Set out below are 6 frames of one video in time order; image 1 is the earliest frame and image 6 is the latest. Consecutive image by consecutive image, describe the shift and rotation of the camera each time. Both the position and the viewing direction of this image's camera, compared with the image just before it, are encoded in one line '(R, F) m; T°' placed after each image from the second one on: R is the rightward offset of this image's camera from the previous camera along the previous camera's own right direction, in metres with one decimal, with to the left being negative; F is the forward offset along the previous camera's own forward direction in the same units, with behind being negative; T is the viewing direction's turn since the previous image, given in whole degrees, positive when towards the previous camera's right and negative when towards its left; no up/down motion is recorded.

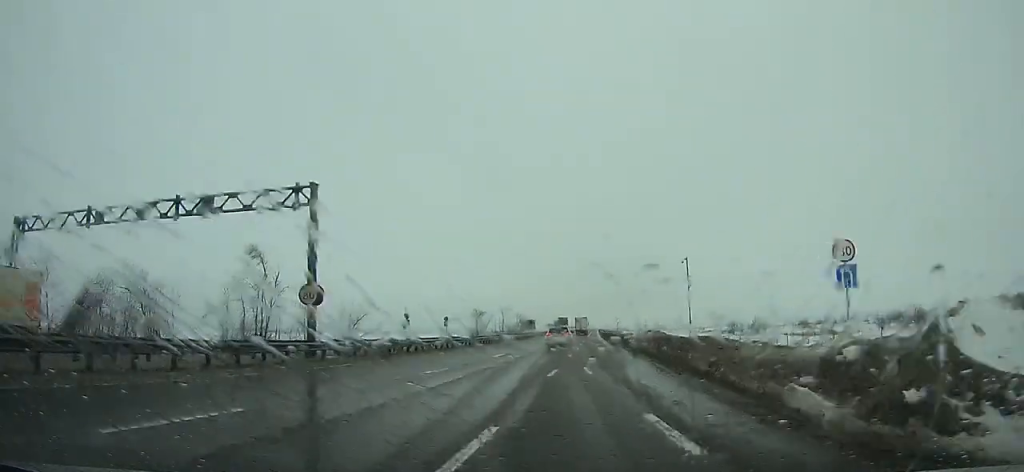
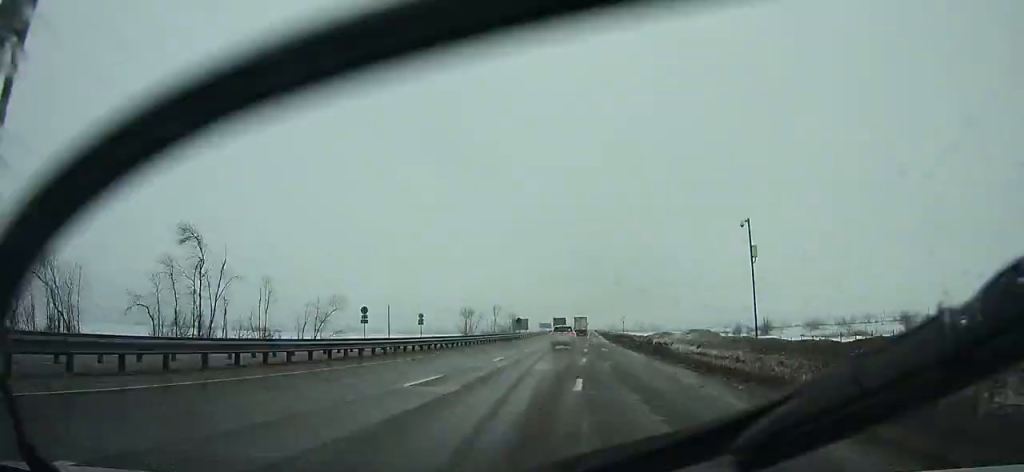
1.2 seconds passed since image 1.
(+0.1, +16.7) m; +1°
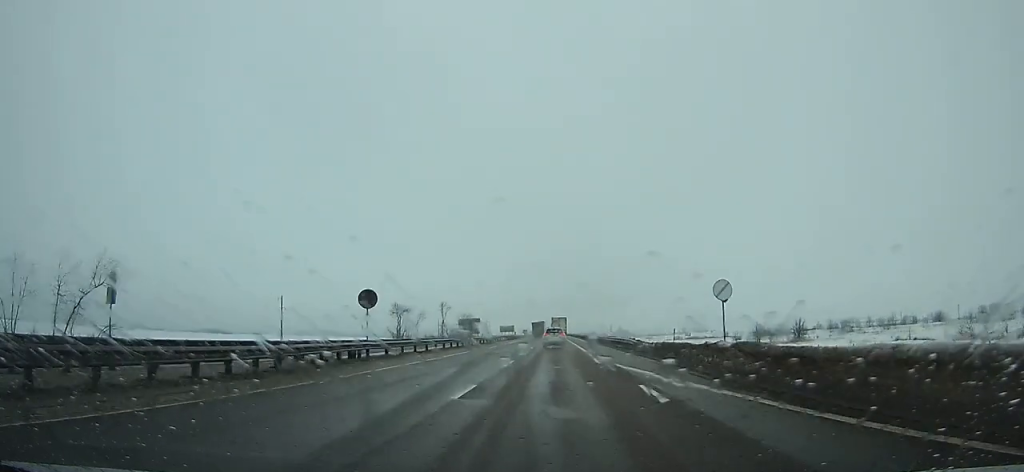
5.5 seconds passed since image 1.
(+1.5, +62.8) m; +2°
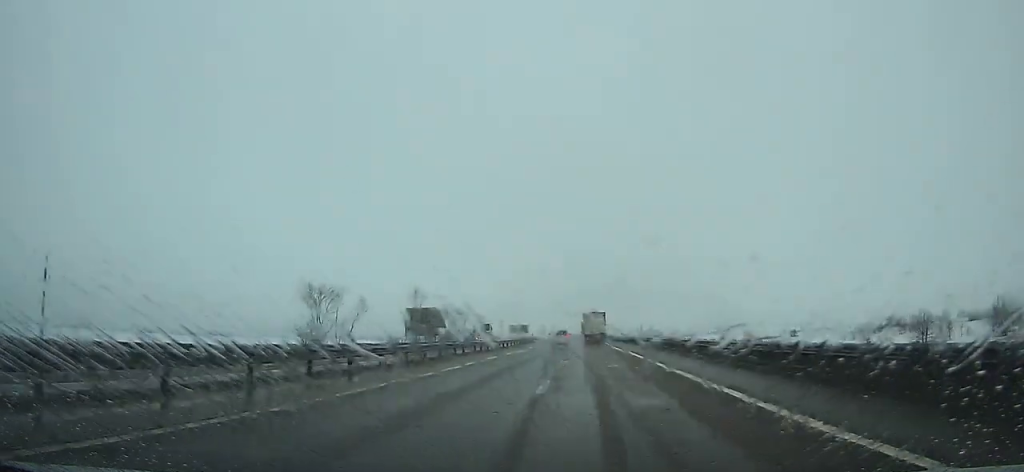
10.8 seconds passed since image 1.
(-1.3, +86.7) m; -2°
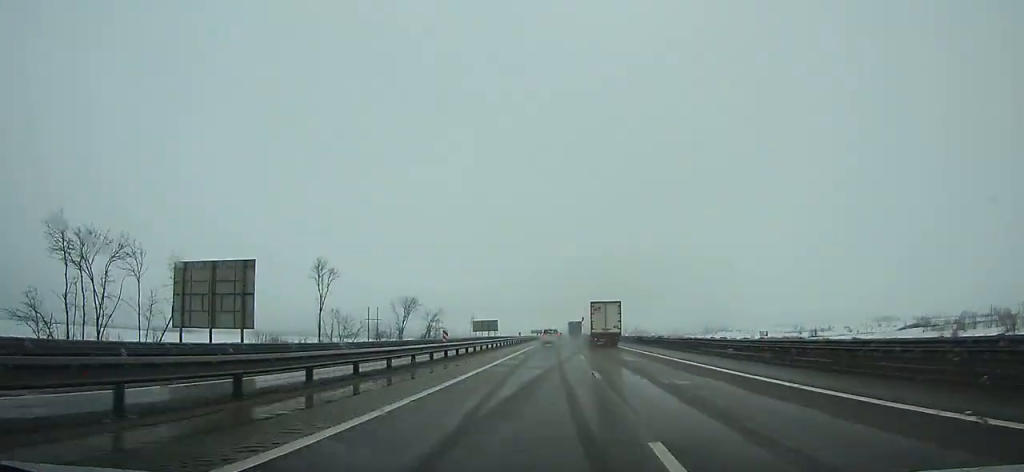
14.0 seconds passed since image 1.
(+0.1, +57.2) m; 0°
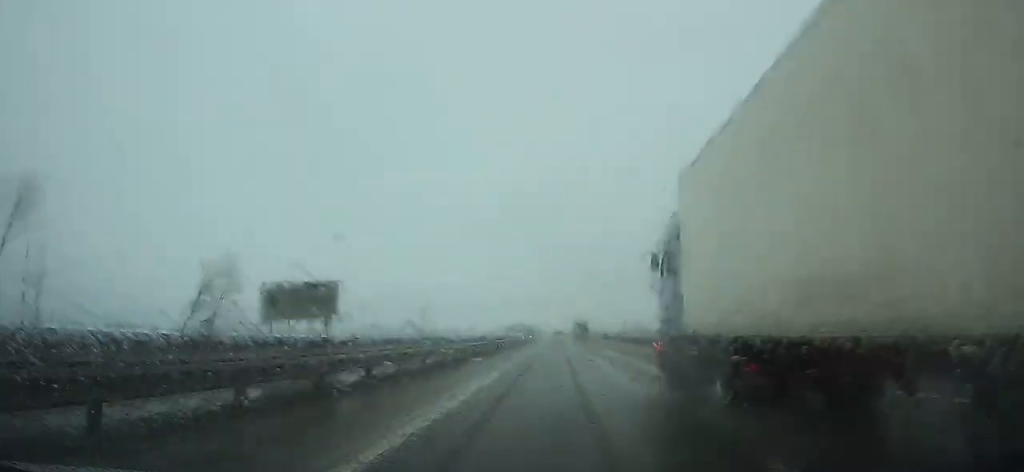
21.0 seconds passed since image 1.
(+1.0, +136.2) m; +1°
